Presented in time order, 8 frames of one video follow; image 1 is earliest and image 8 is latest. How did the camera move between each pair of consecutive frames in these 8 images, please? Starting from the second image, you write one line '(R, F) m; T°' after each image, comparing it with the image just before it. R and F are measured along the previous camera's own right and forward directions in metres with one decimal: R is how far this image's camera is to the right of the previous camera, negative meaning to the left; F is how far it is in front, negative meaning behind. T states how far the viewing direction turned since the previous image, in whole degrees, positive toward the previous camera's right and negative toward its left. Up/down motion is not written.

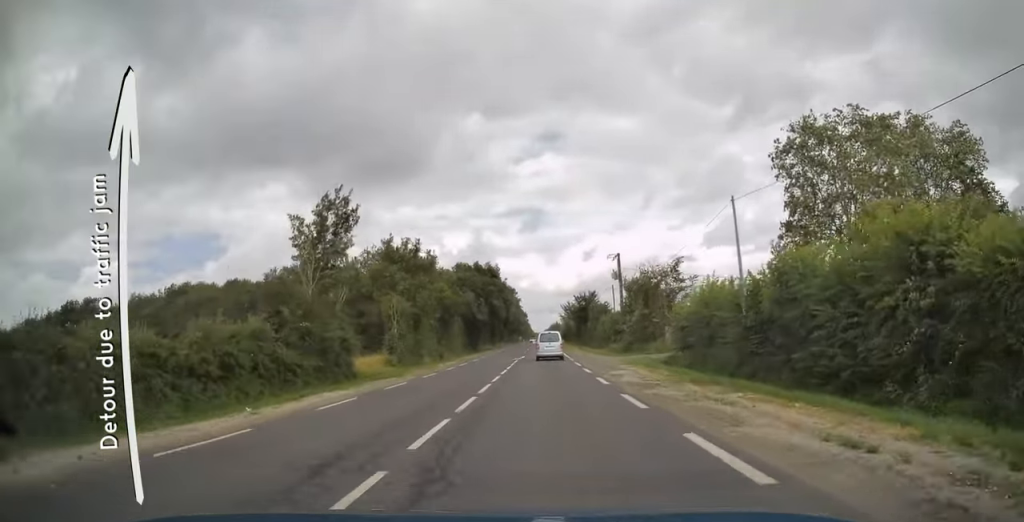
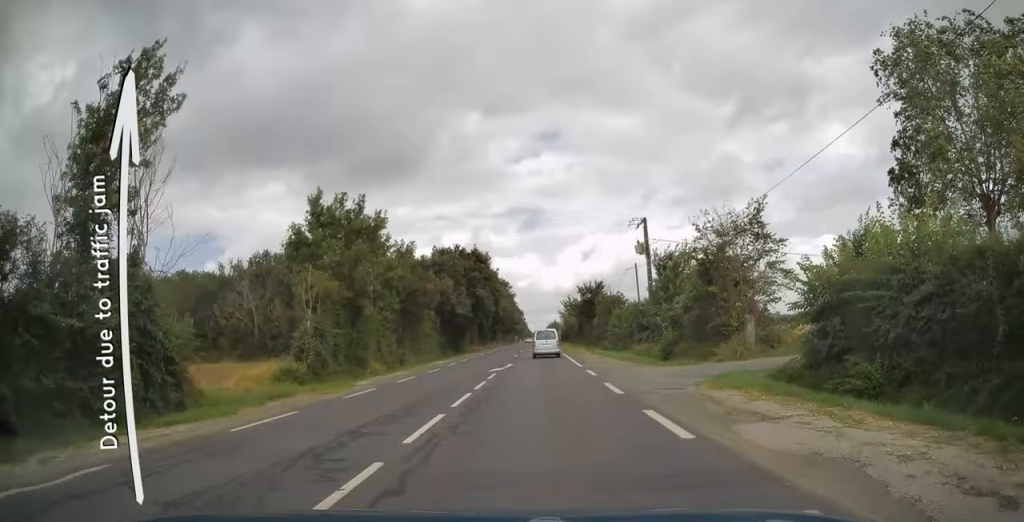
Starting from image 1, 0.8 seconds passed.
(0.0, +16.9) m; 0°
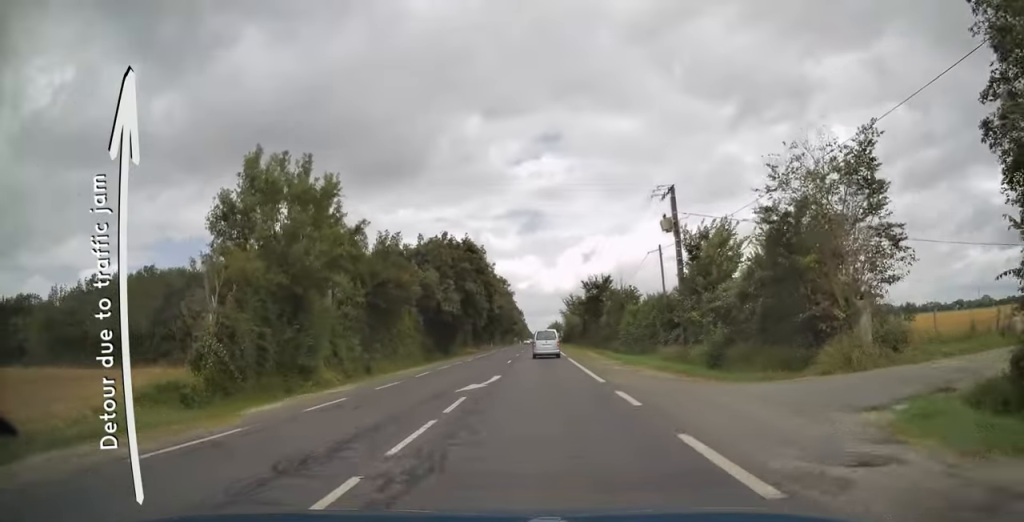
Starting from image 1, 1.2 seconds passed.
(0.0, +9.2) m; 0°
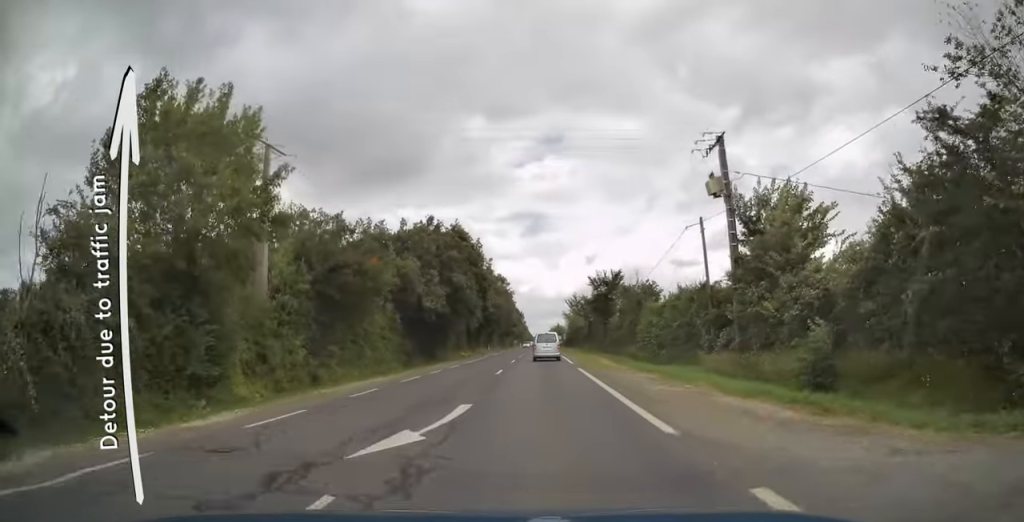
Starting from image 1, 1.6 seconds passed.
(0.0, +9.2) m; 0°
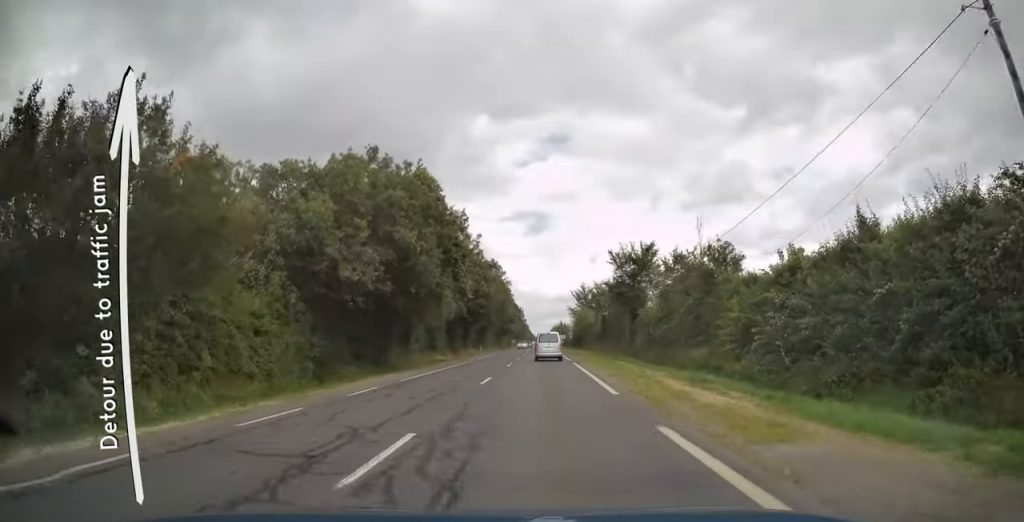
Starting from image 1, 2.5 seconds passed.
(0.0, +19.5) m; 0°
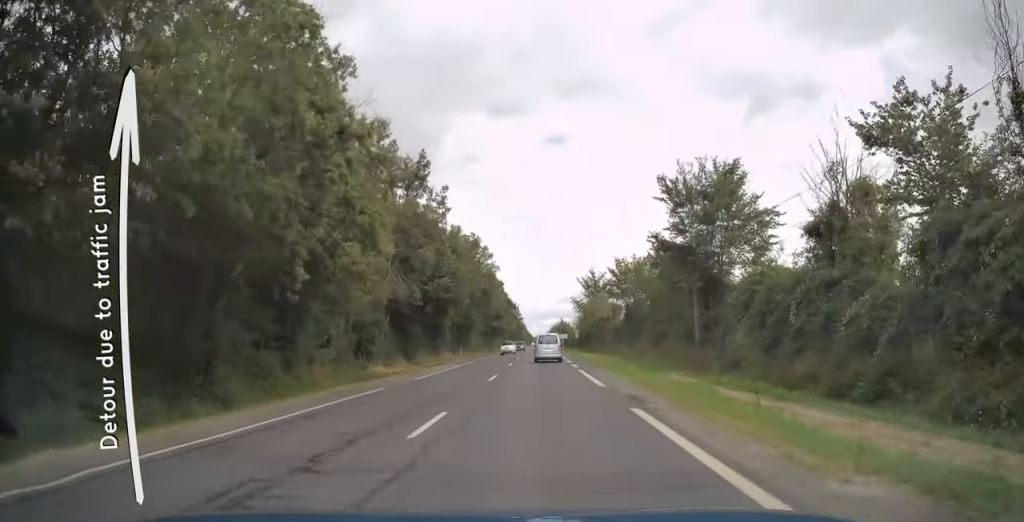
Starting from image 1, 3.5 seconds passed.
(0.0, +22.8) m; 0°
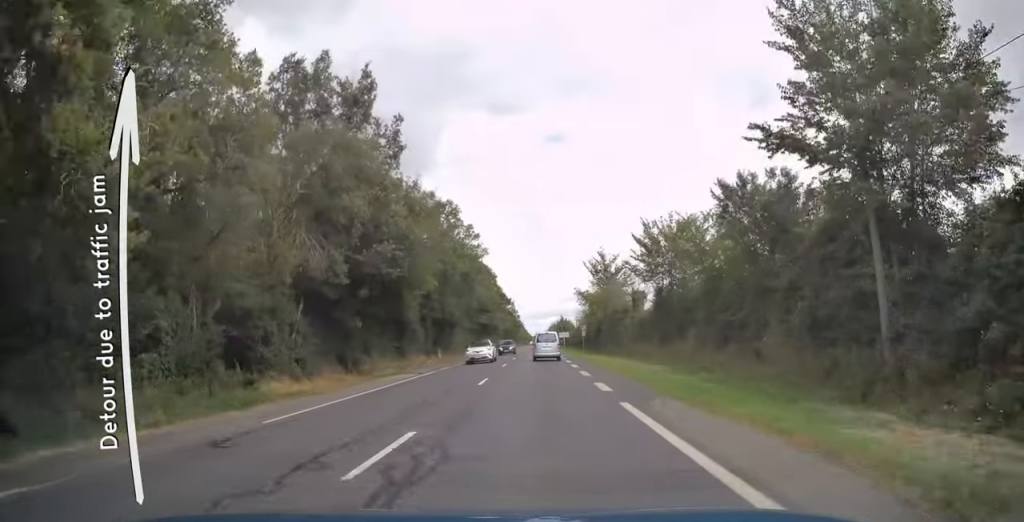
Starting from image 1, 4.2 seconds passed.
(0.0, +15.4) m; 0°
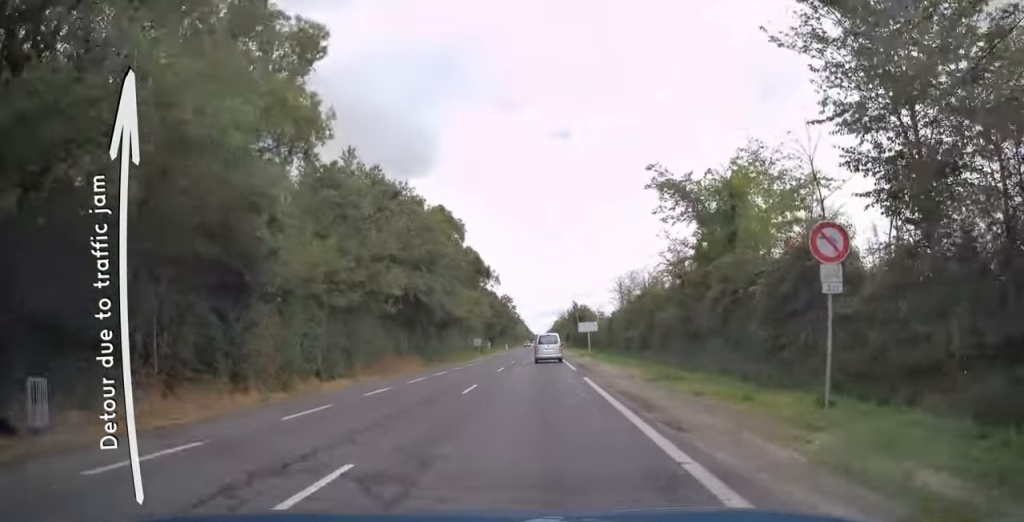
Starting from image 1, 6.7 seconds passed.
(0.0, +54.5) m; 0°
